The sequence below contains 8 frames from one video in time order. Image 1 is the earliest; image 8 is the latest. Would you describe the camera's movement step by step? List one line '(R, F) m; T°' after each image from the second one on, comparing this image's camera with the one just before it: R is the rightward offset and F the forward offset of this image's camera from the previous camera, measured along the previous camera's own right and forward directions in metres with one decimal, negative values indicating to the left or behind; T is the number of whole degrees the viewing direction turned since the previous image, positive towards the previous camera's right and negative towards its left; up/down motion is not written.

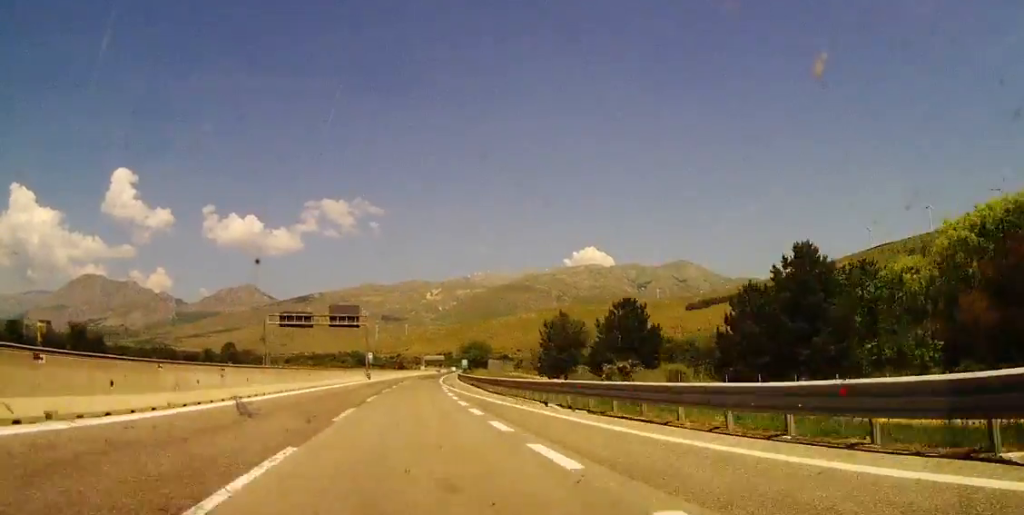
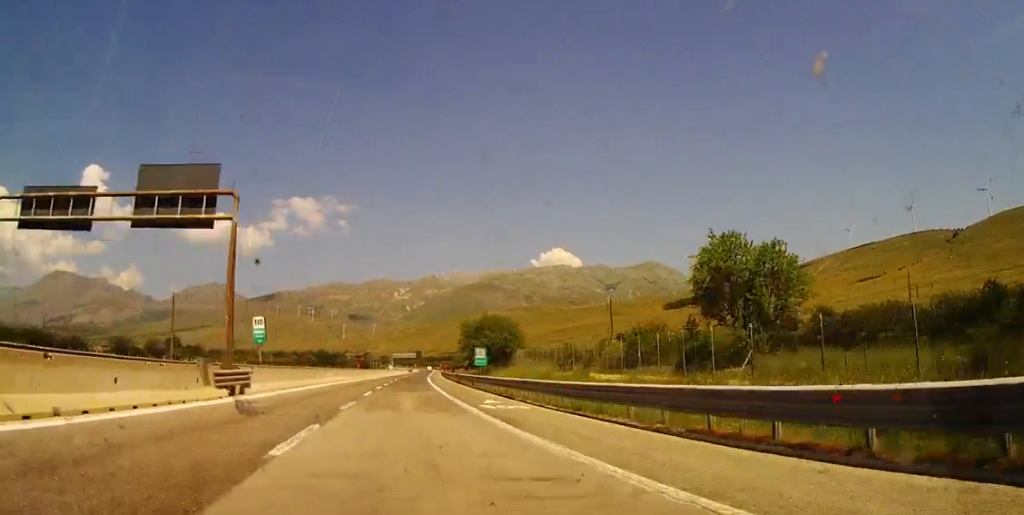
(+0.8, +54.6) m; +2°
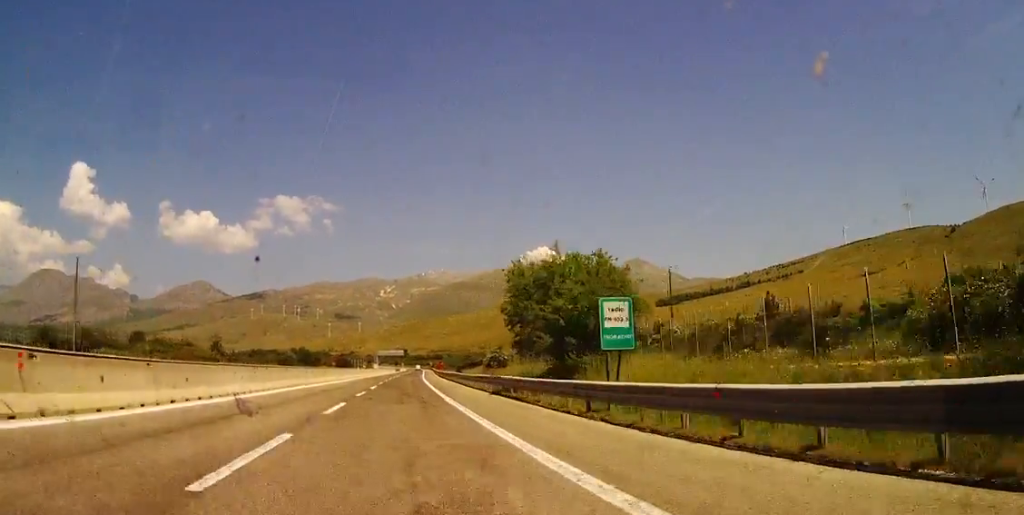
(+1.0, +37.5) m; +2°
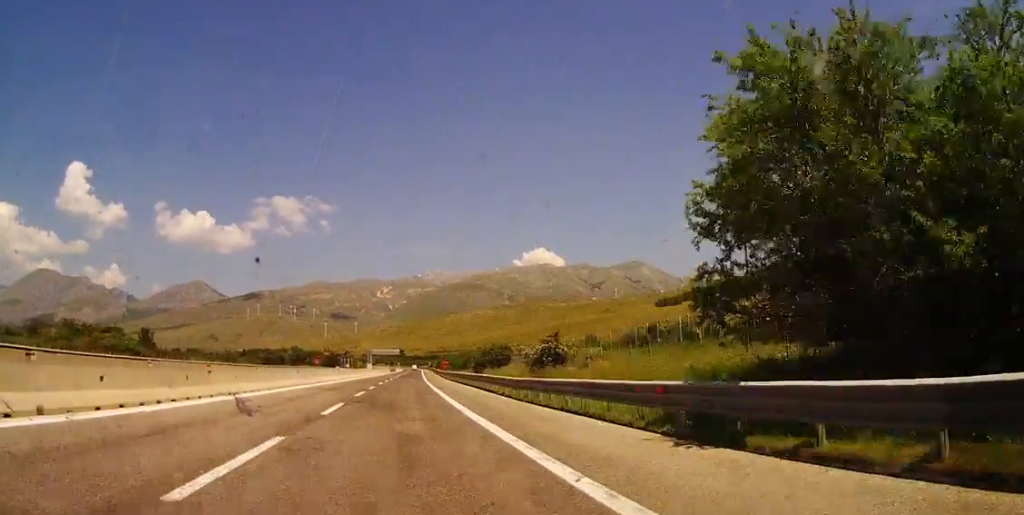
(+0.3, +24.8) m; +1°
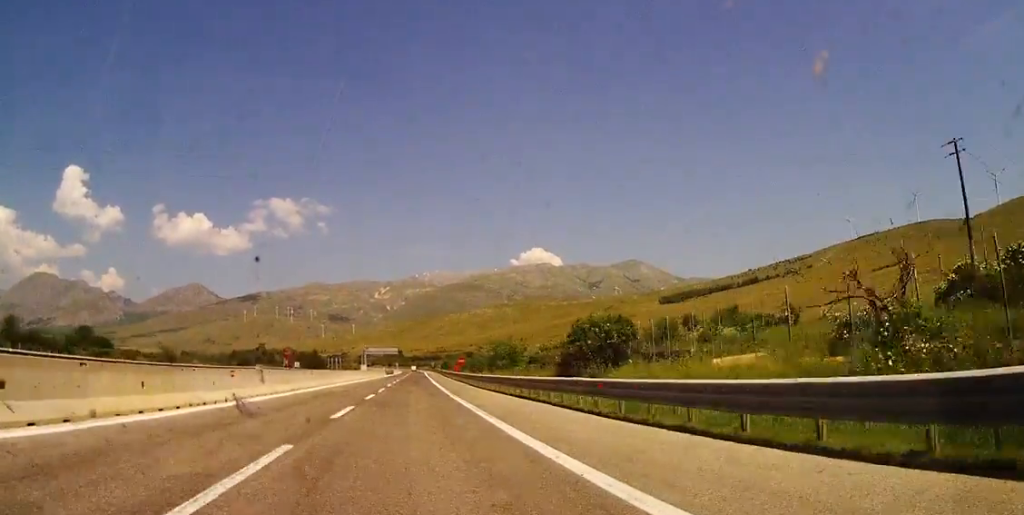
(0.0, +35.6) m; 0°
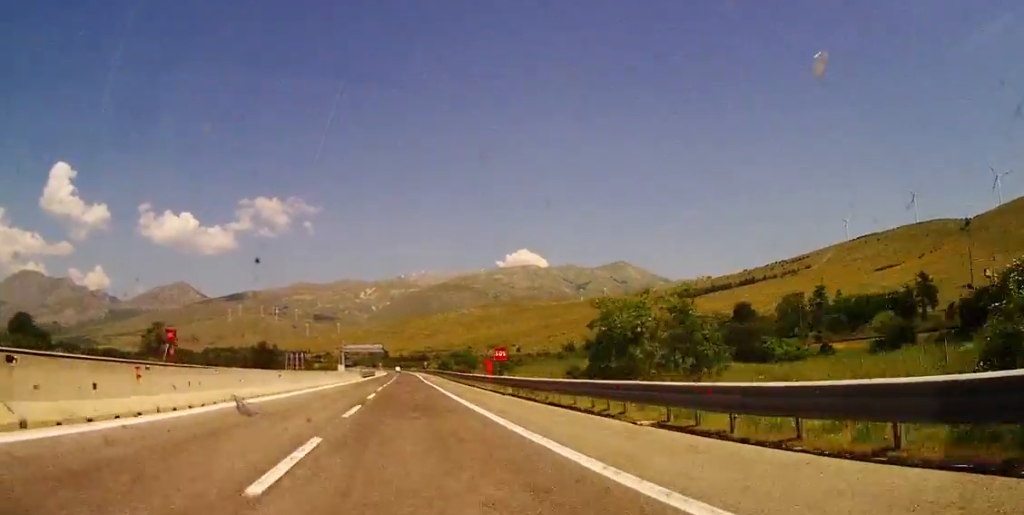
(+0.3, +46.2) m; +1°
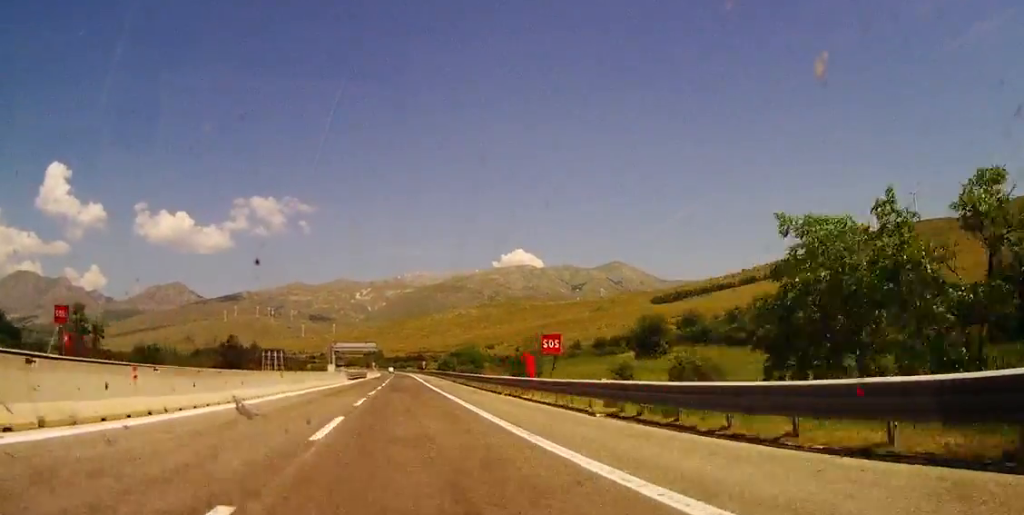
(+0.1, +17.8) m; +1°
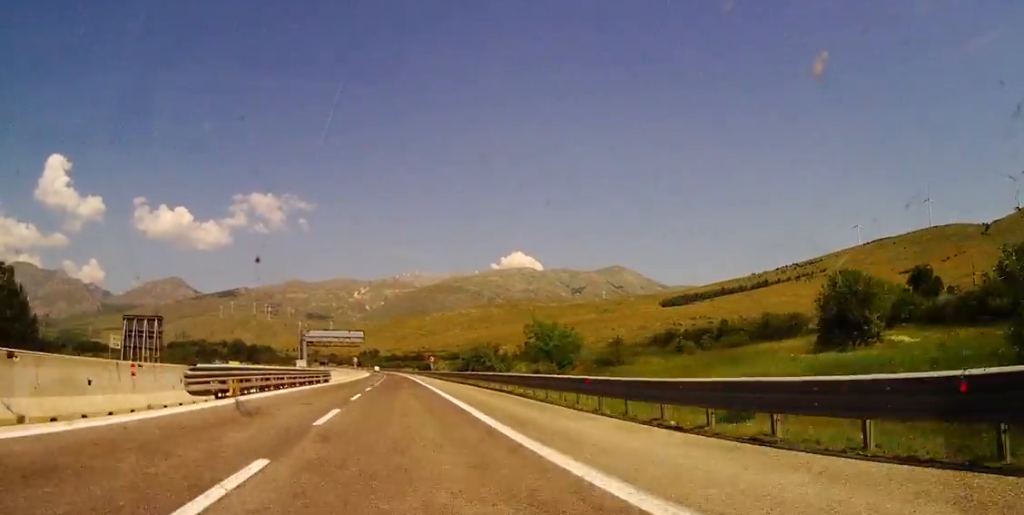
(+0.7, +56.1) m; 0°
